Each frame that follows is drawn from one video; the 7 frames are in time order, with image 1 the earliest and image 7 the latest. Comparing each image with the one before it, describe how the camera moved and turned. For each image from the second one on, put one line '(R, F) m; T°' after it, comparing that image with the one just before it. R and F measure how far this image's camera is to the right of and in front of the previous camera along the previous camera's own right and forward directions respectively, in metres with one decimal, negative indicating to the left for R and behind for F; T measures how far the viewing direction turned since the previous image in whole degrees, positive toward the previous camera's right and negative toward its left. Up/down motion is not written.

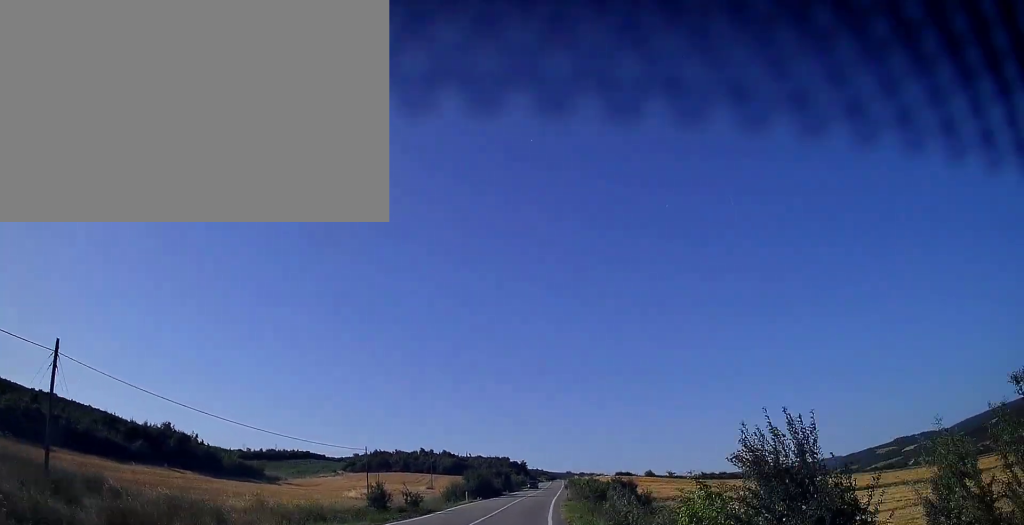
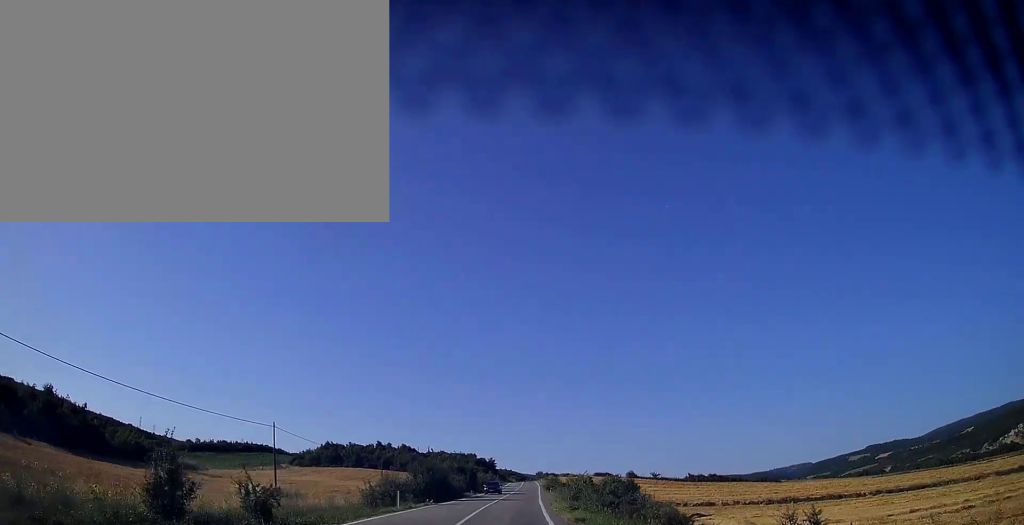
(+0.3, +20.4) m; +3°
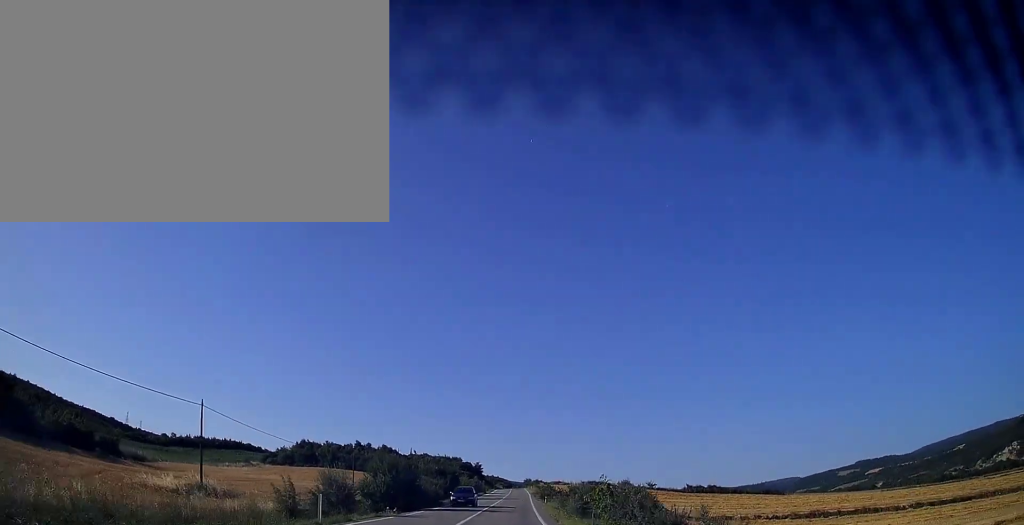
(+0.4, +11.0) m; +1°
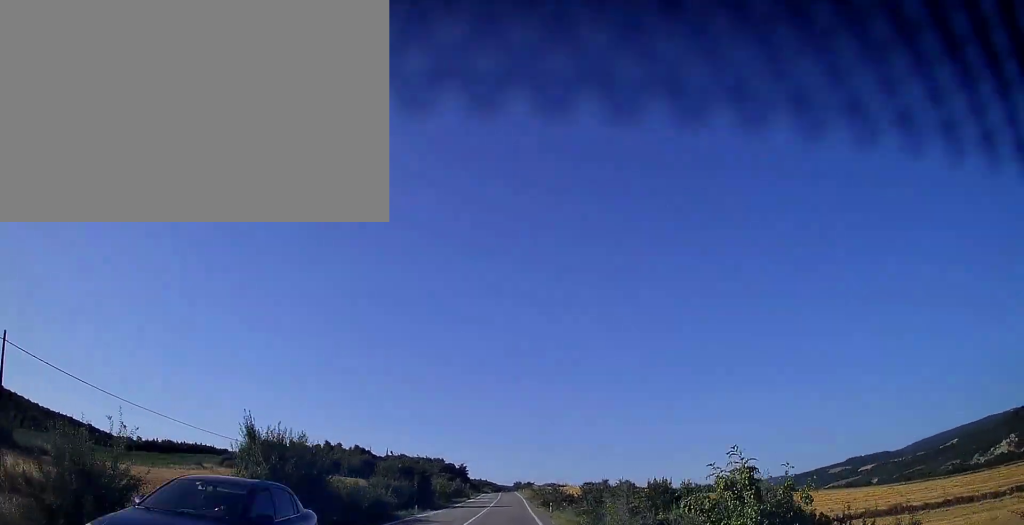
(+0.3, +16.9) m; +2°
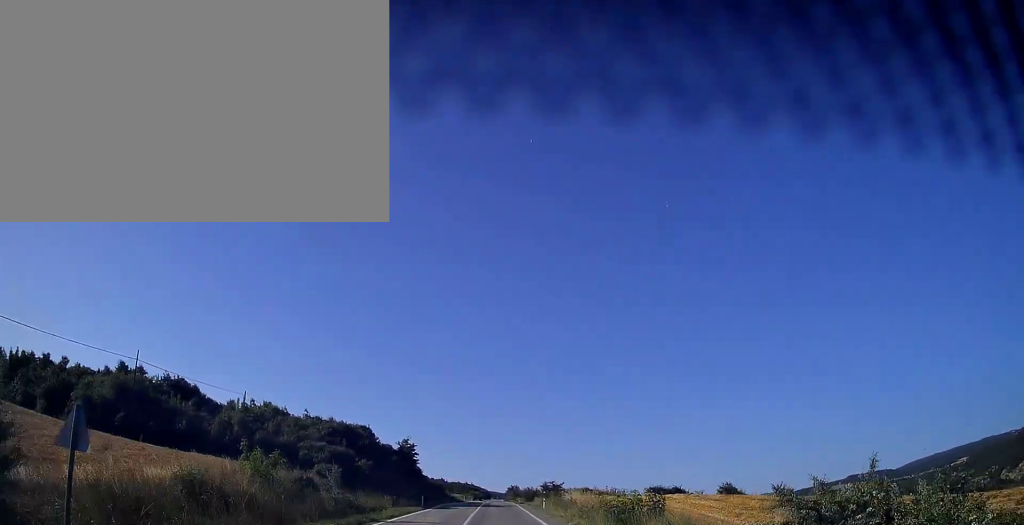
(+2.1, +78.8) m; +2°
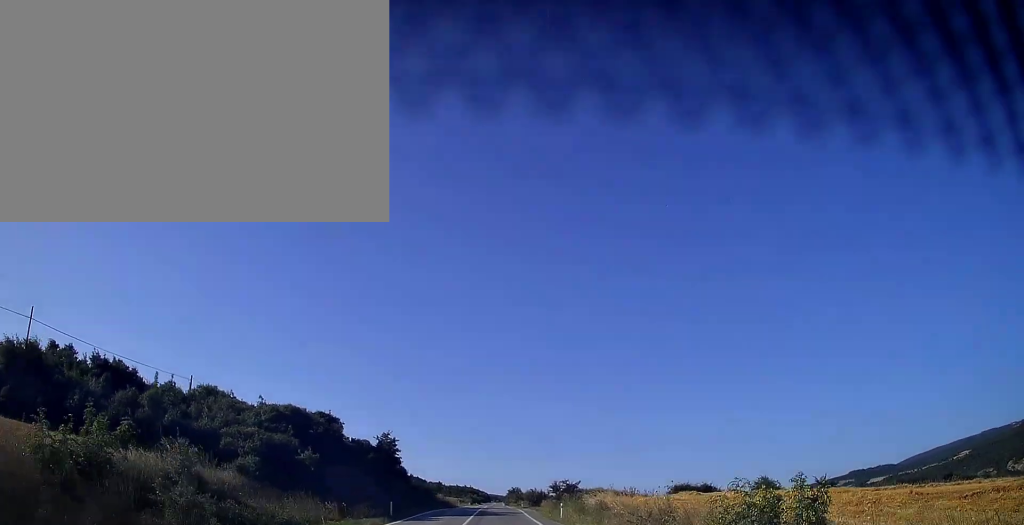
(-0.2, +13.4) m; 0°
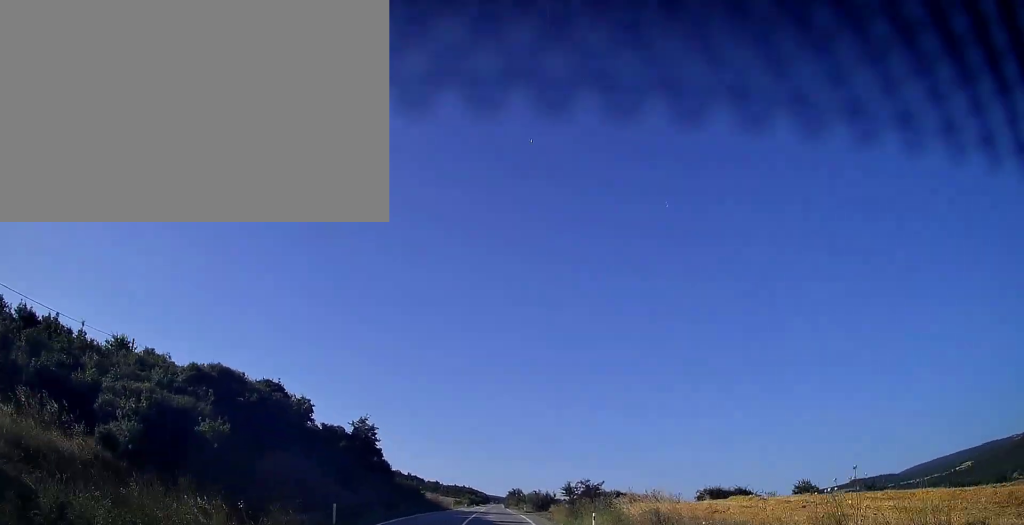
(0.0, +9.9) m; 0°
